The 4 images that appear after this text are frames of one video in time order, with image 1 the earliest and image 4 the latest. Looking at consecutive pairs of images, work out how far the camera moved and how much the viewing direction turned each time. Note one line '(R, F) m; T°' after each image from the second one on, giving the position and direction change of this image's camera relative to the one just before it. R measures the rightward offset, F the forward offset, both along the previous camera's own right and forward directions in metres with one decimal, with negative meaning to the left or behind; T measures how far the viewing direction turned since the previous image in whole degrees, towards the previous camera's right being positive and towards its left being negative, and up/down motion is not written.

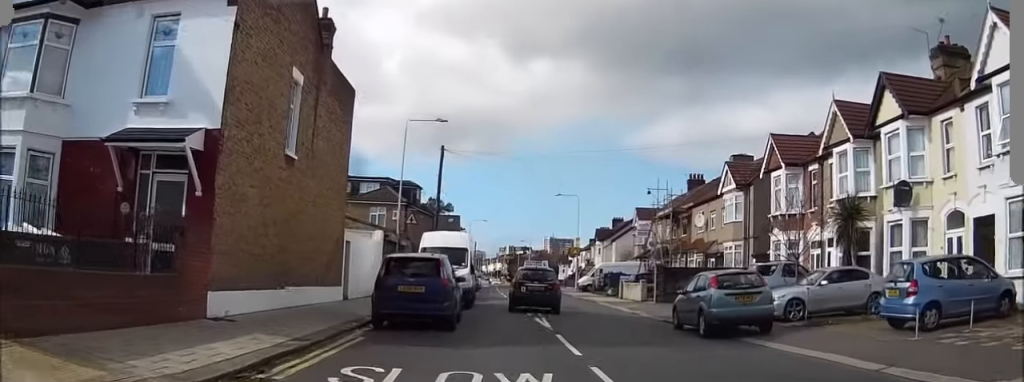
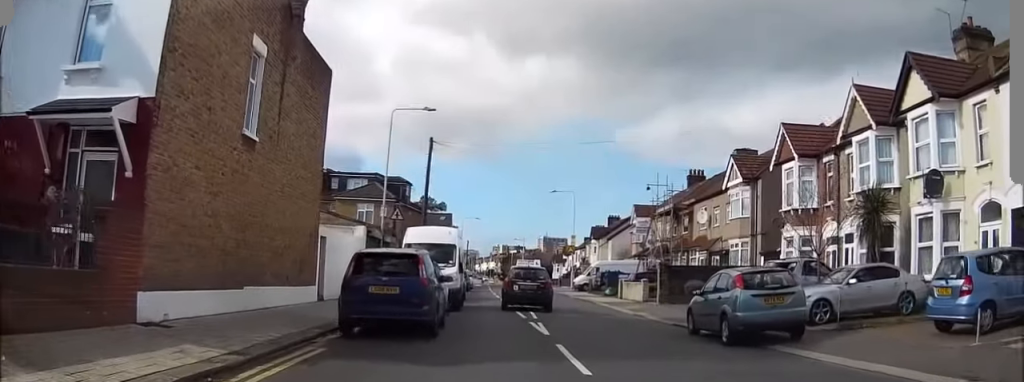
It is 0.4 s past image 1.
(-0.1, +2.2) m; -2°
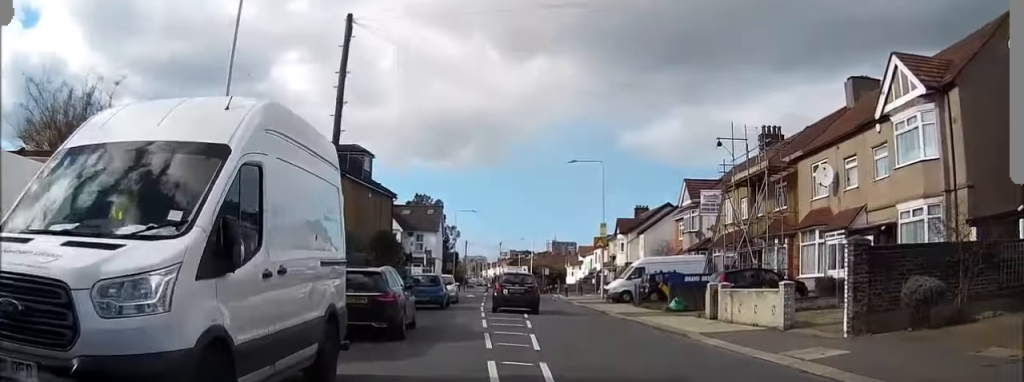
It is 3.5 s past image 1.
(+1.2, +18.5) m; +8°
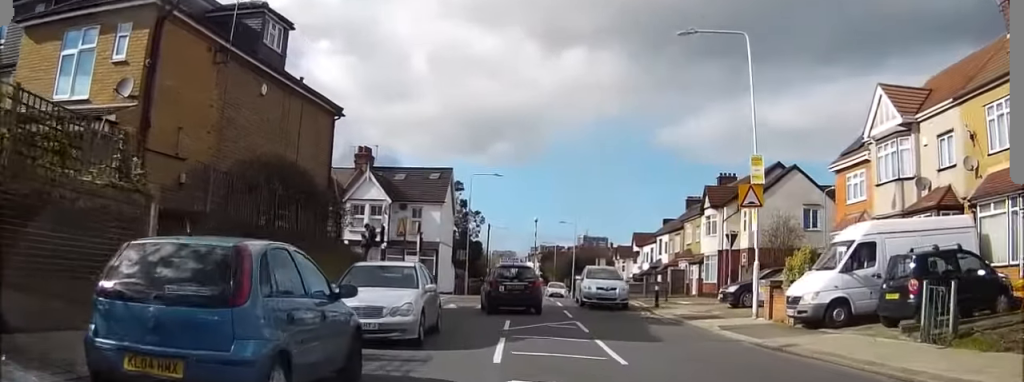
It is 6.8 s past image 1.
(-0.8, +23.1) m; -1°
